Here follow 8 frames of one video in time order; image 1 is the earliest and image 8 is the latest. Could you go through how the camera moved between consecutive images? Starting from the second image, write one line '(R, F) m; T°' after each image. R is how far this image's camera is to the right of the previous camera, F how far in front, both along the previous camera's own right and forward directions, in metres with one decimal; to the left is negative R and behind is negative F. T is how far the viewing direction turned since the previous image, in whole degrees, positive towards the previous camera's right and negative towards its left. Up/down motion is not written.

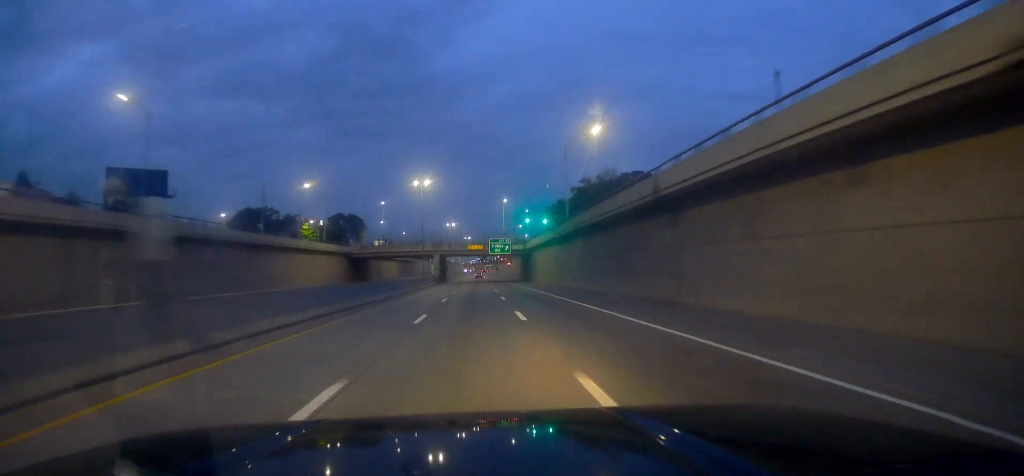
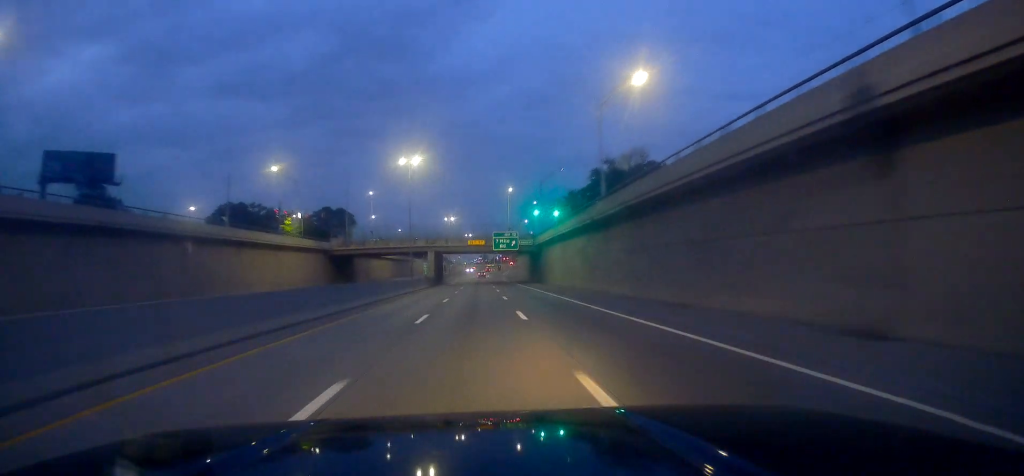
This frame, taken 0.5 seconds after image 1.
(0.0, +15.1) m; +1°
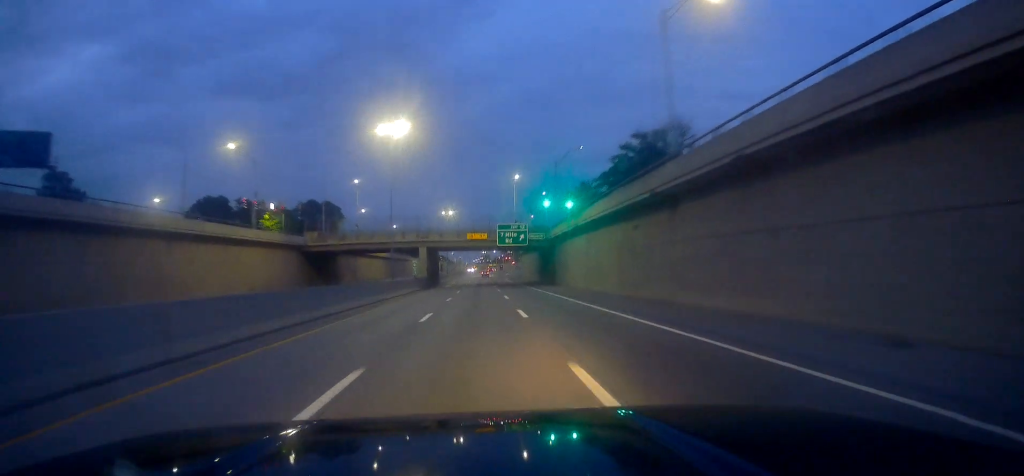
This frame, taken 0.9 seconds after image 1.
(+0.1, +14.1) m; -1°
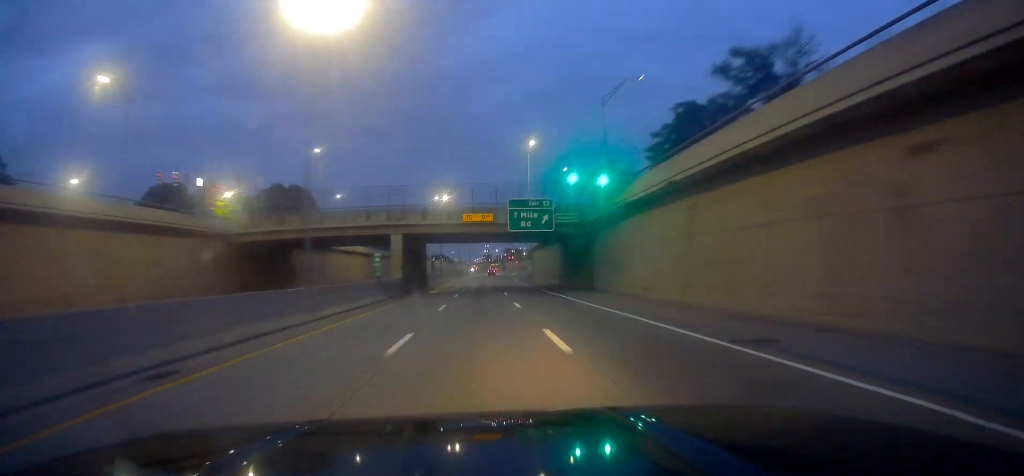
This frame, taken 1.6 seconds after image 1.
(+0.1, +23.9) m; -1°
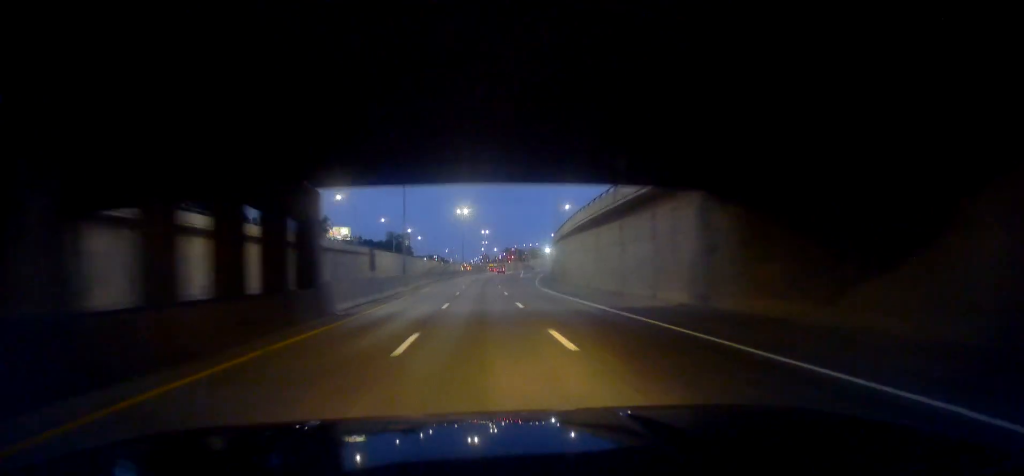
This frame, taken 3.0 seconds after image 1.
(-0.3, +45.0) m; +1°
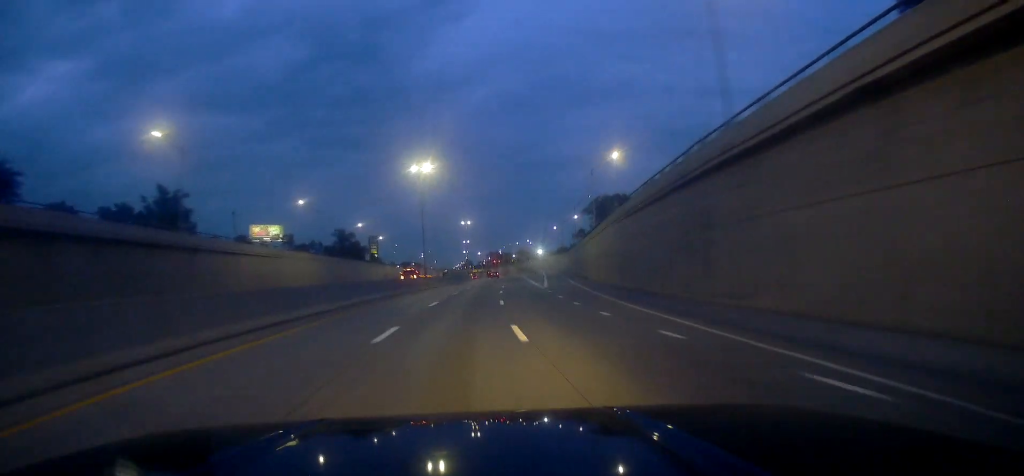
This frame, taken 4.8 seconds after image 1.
(+0.6, +58.7) m; 0°
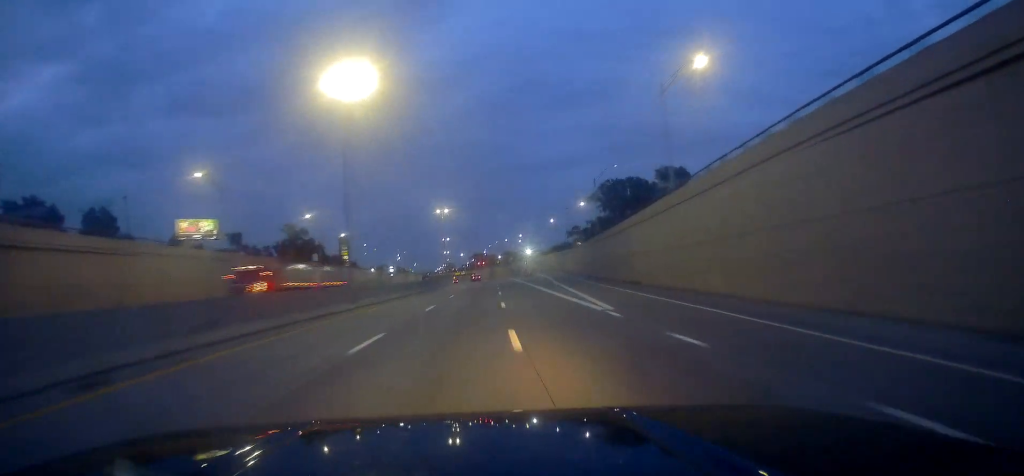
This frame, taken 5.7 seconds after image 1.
(-0.1, +32.2) m; 0°
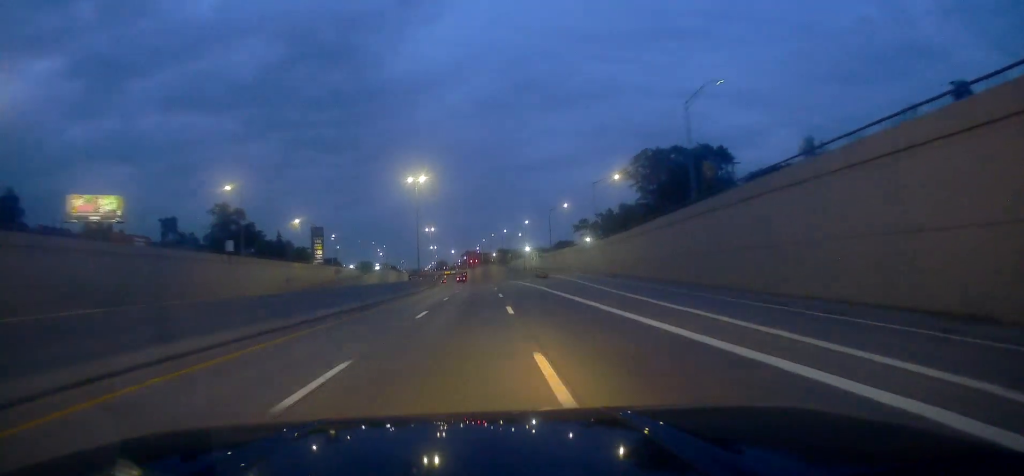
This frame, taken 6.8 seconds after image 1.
(+0.5, +35.7) m; +1°
